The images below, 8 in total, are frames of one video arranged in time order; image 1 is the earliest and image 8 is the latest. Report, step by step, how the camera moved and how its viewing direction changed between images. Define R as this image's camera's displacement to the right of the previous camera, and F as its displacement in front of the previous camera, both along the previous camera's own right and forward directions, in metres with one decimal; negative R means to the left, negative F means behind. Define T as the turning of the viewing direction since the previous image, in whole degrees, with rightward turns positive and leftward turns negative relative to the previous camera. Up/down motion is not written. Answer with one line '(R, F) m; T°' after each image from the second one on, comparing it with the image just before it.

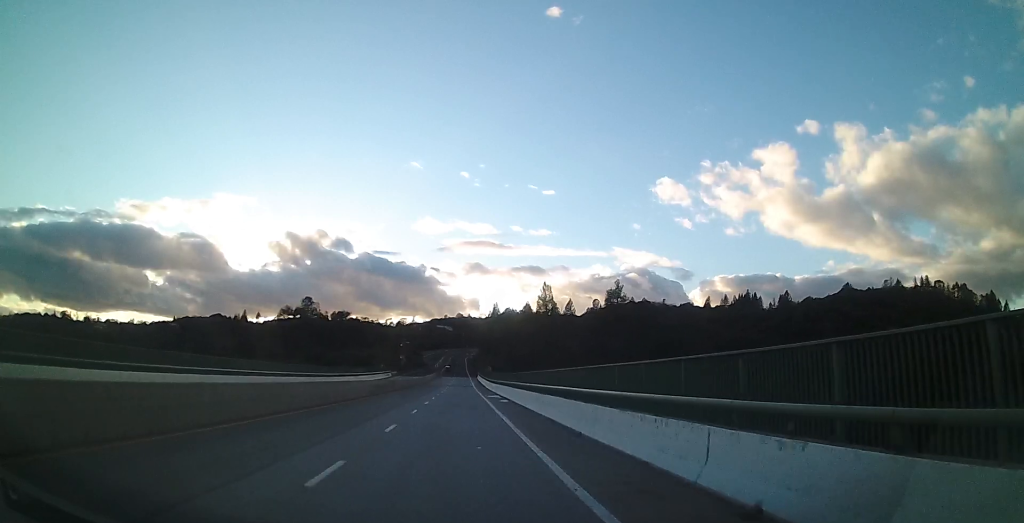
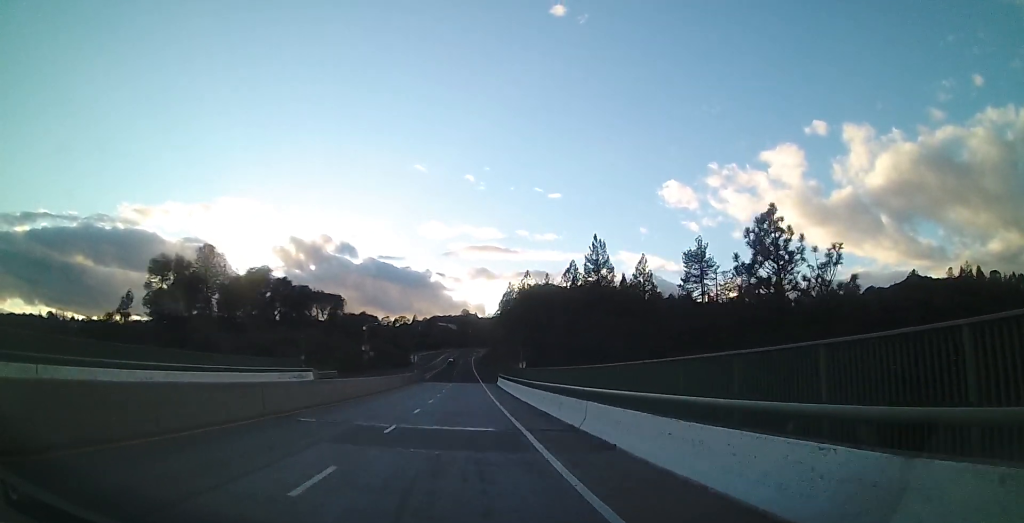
(-0.1, +66.4) m; -1°
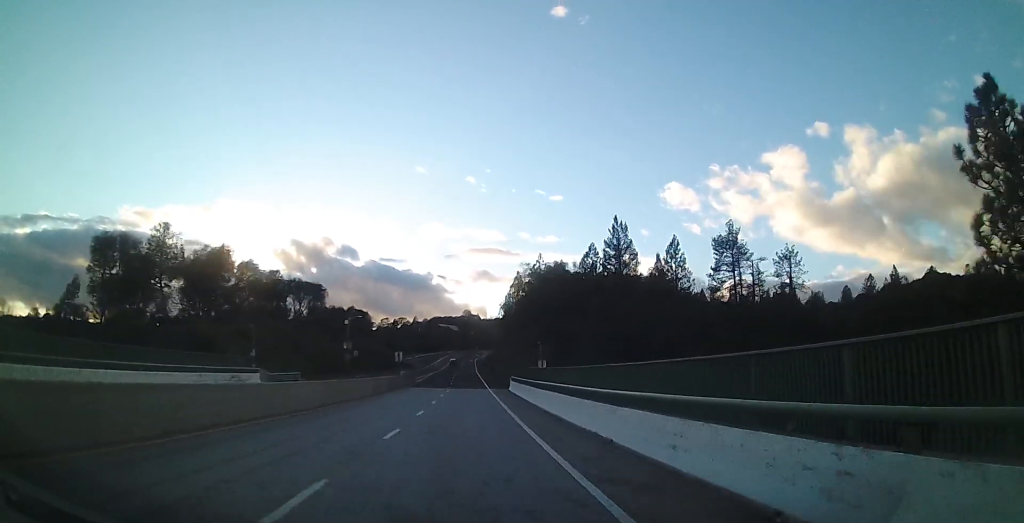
(-0.1, +15.8) m; +1°
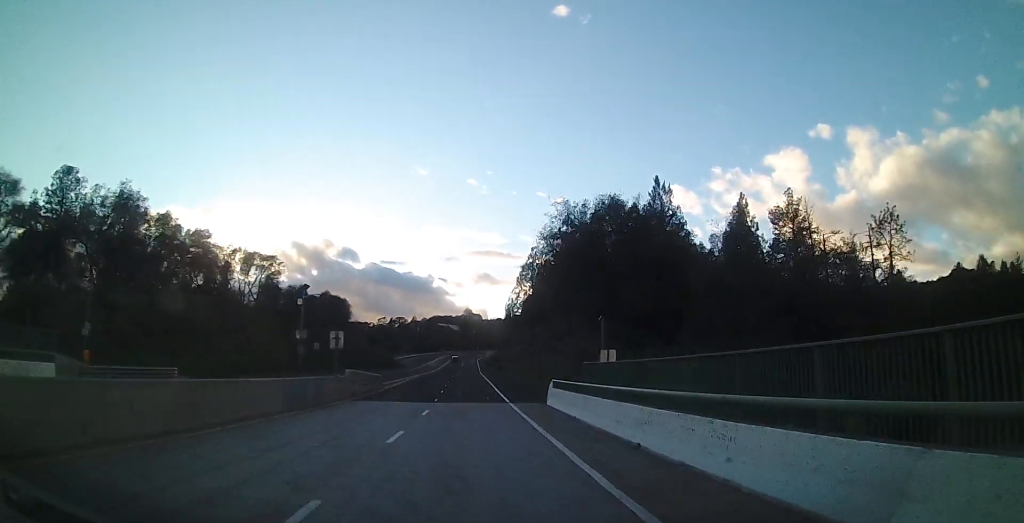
(+0.2, +23.5) m; +1°
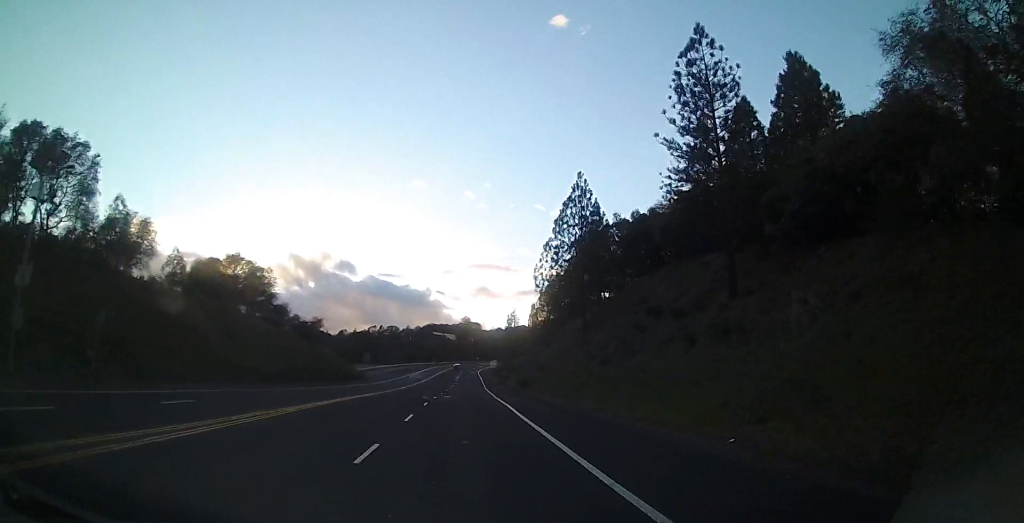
(+0.3, +39.8) m; 0°
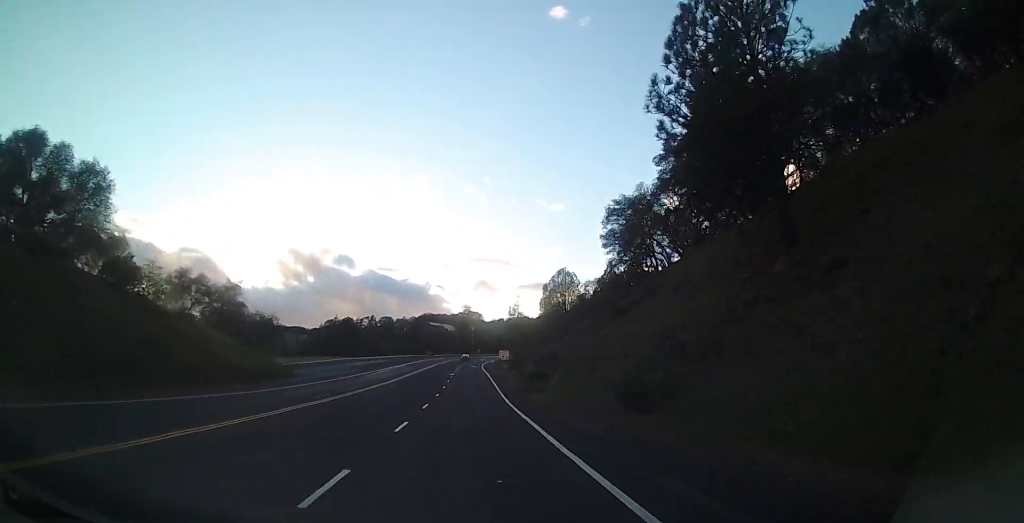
(-0.1, +32.8) m; 0°
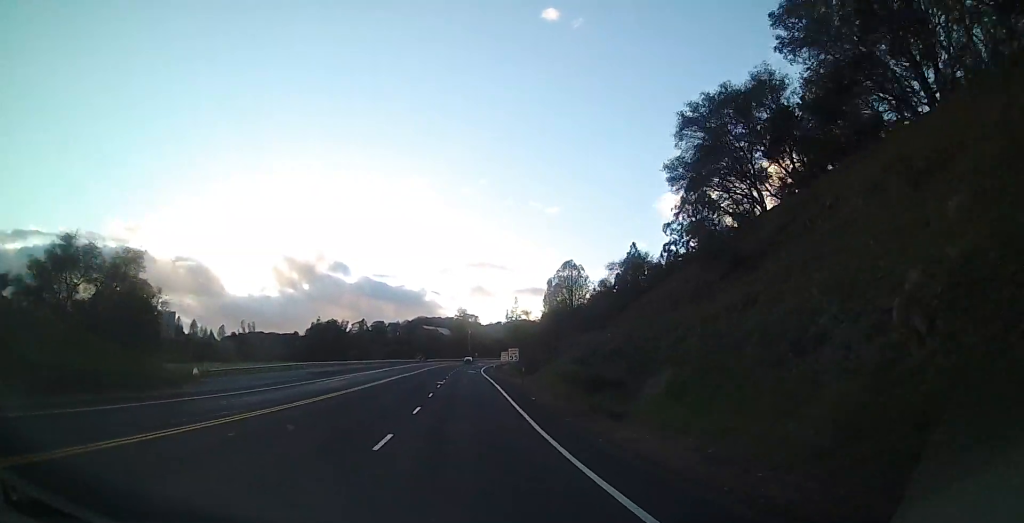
(-0.1, +18.1) m; 0°
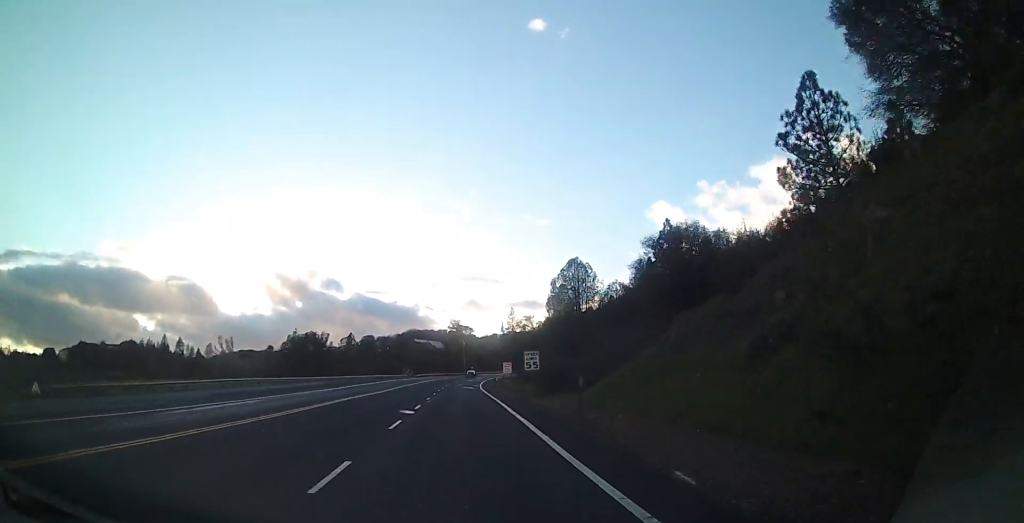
(0.0, +18.6) m; 0°
